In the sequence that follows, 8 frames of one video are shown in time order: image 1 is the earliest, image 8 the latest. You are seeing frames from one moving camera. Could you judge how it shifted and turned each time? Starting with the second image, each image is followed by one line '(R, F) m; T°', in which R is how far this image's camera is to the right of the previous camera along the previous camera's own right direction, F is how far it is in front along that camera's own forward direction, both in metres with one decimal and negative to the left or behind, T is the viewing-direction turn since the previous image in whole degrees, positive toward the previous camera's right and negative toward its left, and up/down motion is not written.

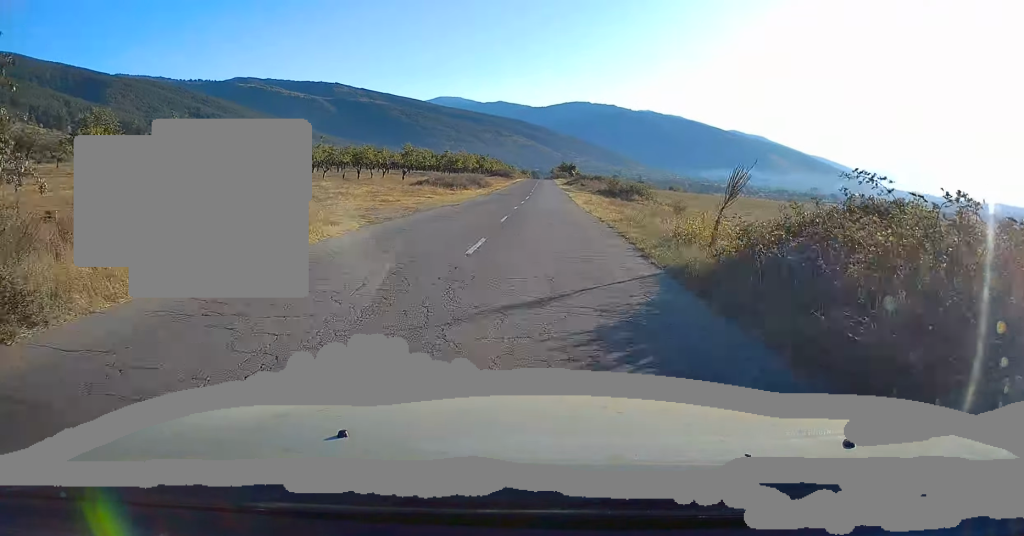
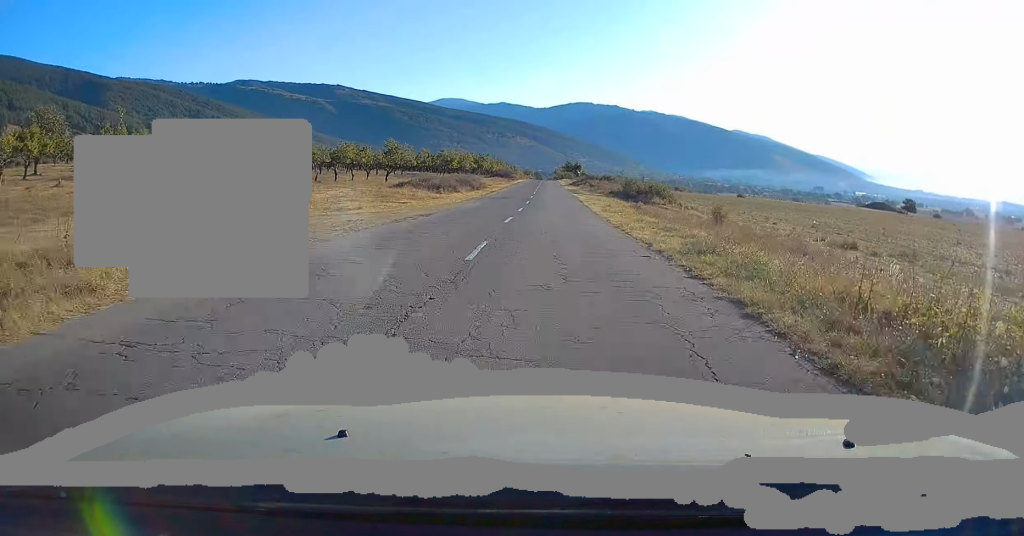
(-0.1, +9.7) m; 0°
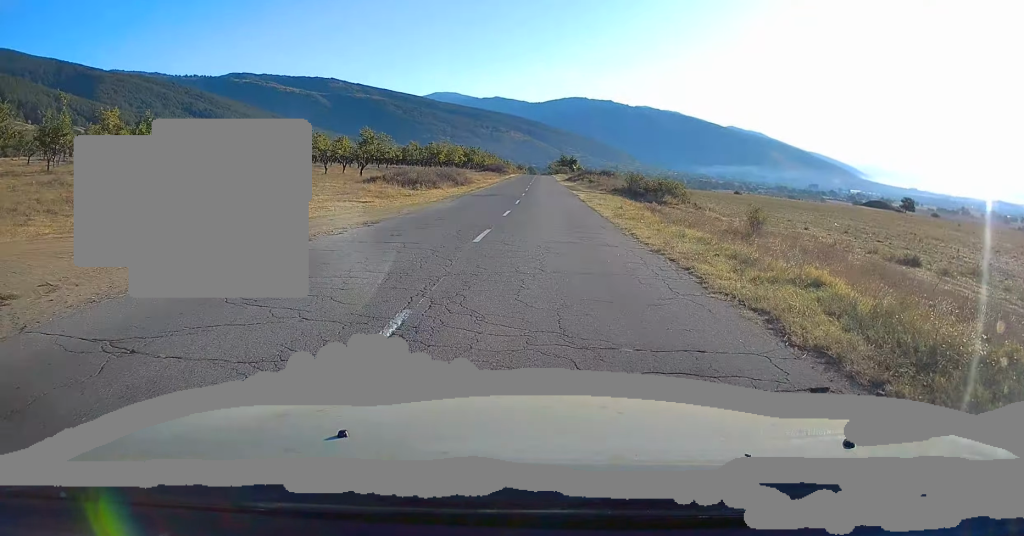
(-0.1, +7.3) m; 0°
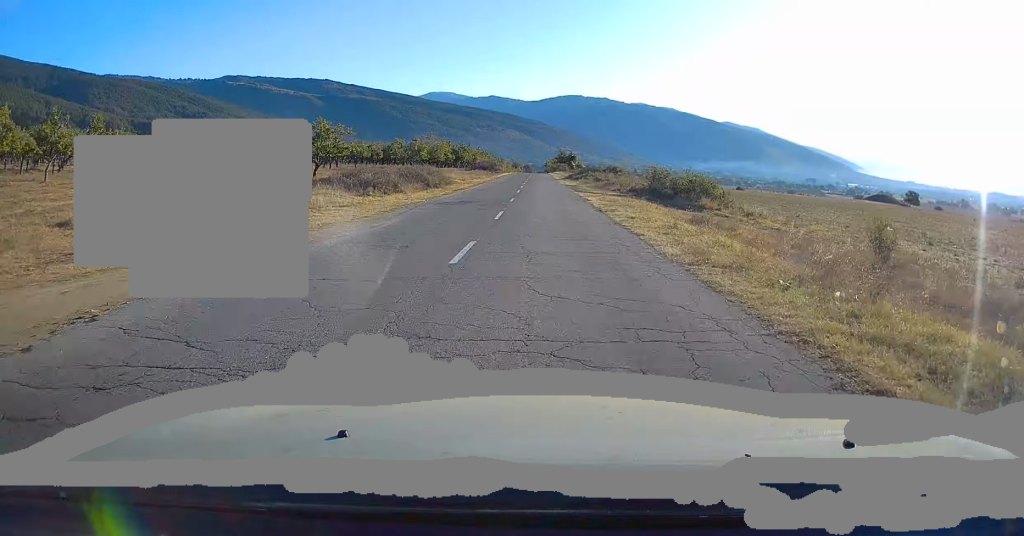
(+0.2, +11.4) m; 0°
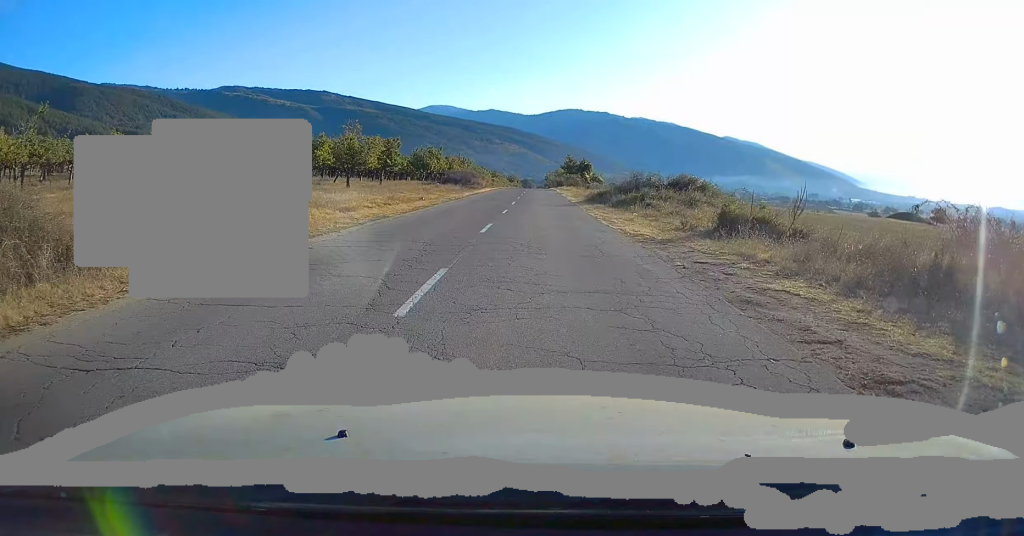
(0.0, +38.8) m; +1°
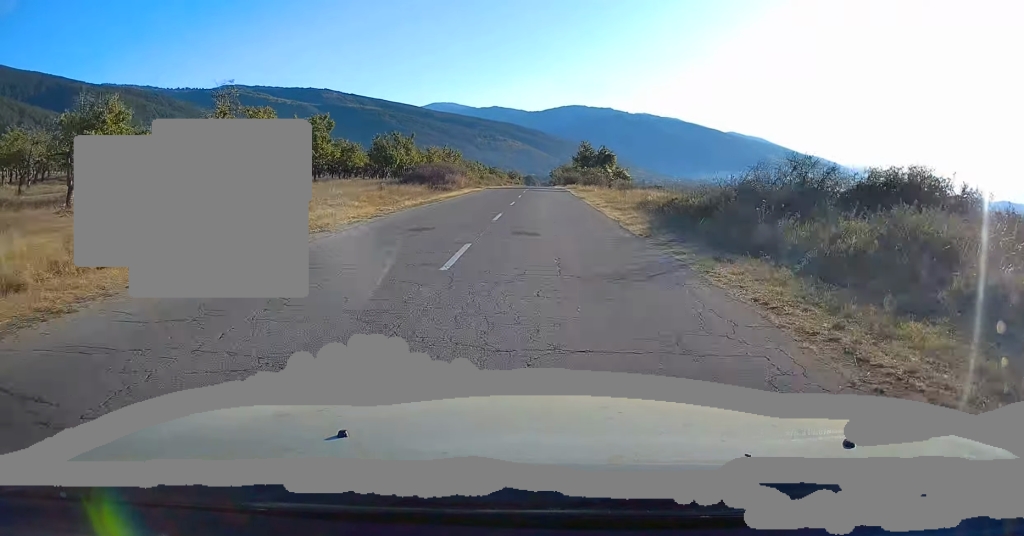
(+0.2, +24.2) m; 0°
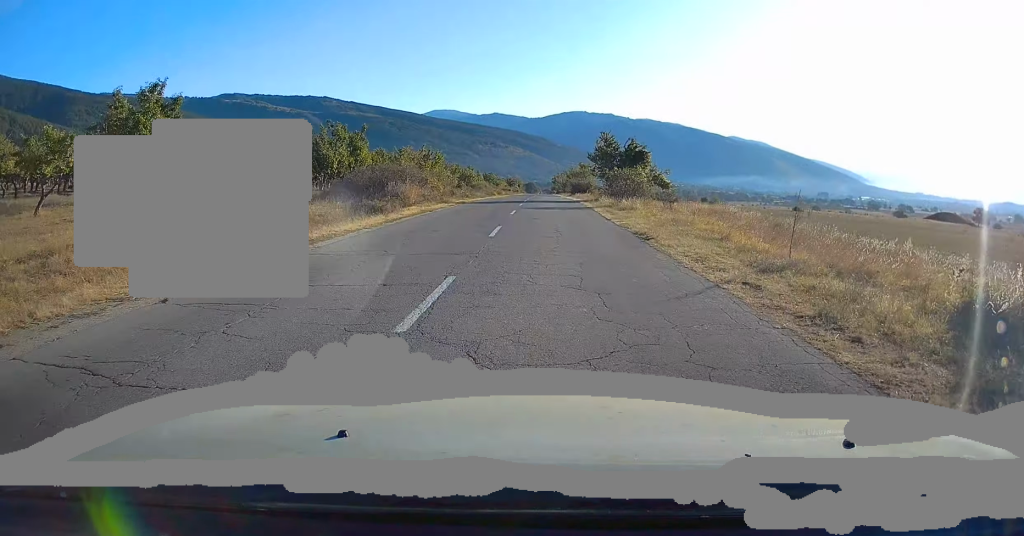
(0.0, +21.2) m; 0°
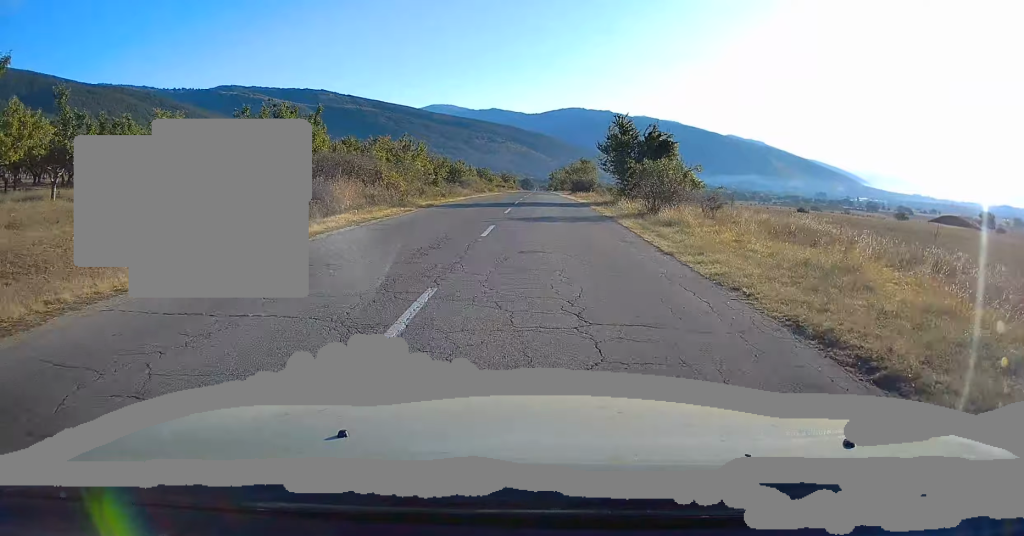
(0.0, +10.5) m; 0°
